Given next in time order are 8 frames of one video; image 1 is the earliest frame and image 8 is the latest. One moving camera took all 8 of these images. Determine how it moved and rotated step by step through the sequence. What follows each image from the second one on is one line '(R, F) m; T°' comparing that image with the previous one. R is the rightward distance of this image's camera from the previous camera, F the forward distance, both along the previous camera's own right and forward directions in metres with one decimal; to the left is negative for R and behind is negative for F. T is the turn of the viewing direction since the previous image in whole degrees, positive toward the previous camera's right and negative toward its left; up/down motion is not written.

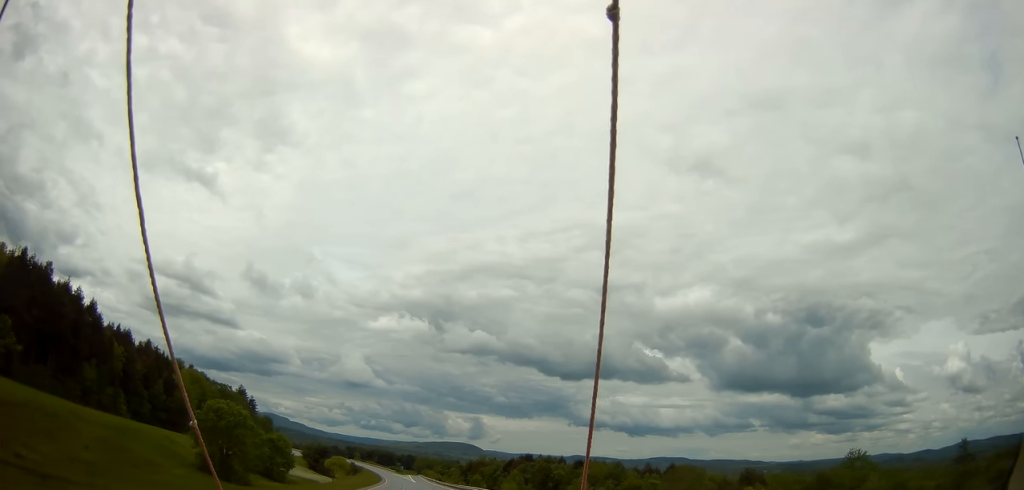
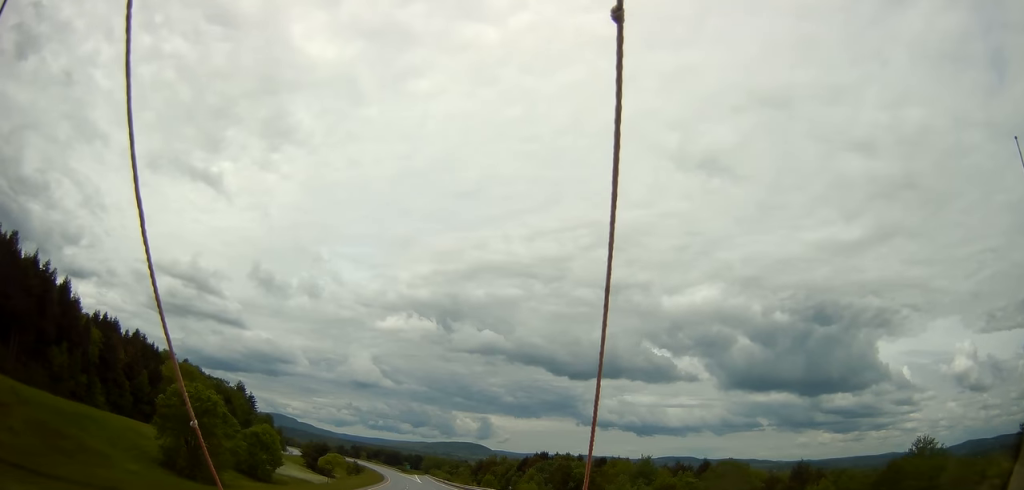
(-0.2, +15.7) m; -1°
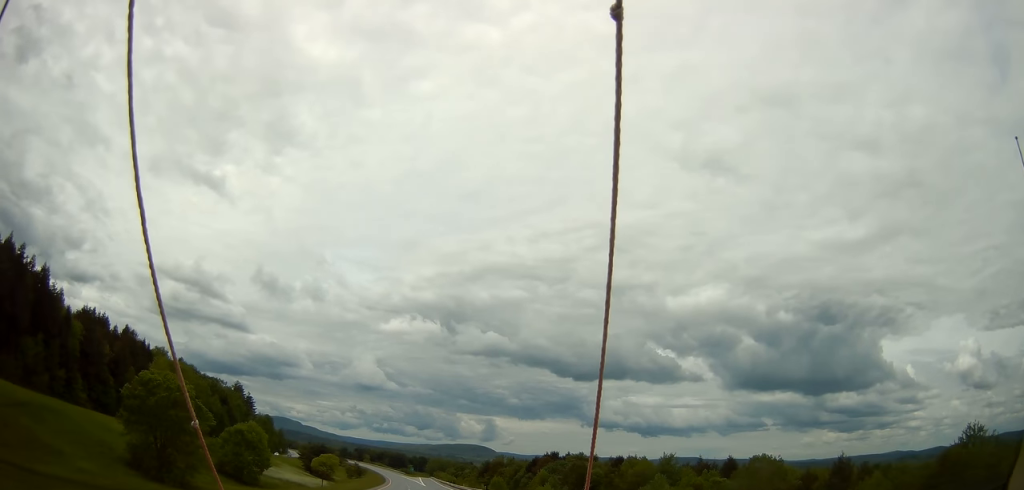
(0.0, +10.5) m; -1°
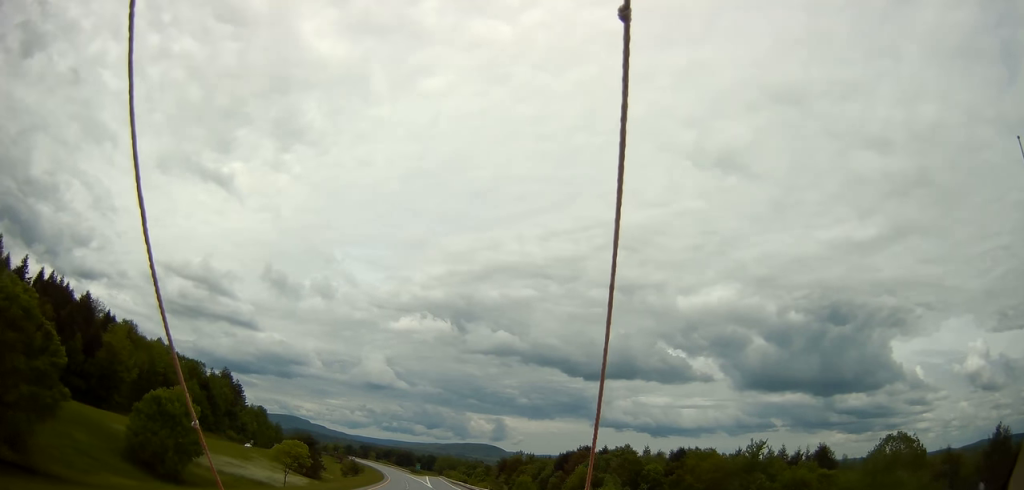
(-0.4, +32.4) m; -1°
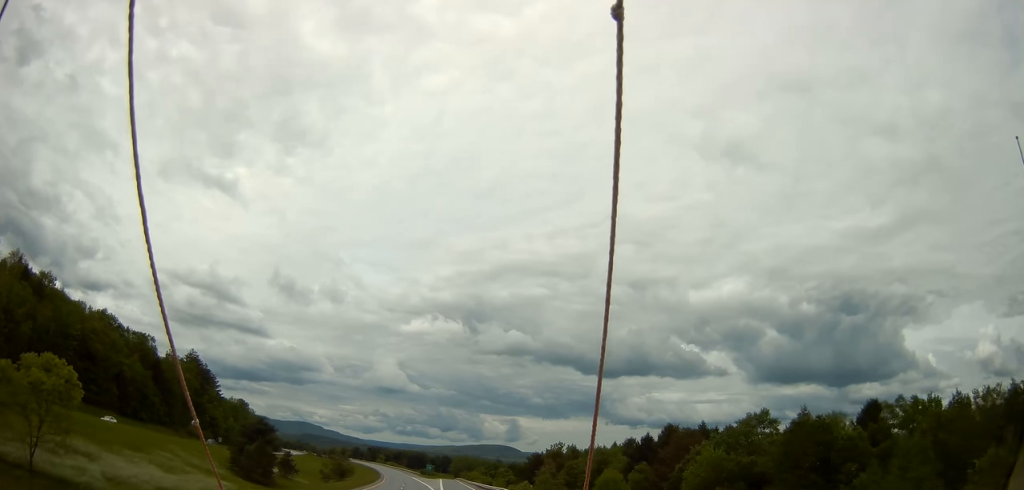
(-0.6, +53.5) m; -1°
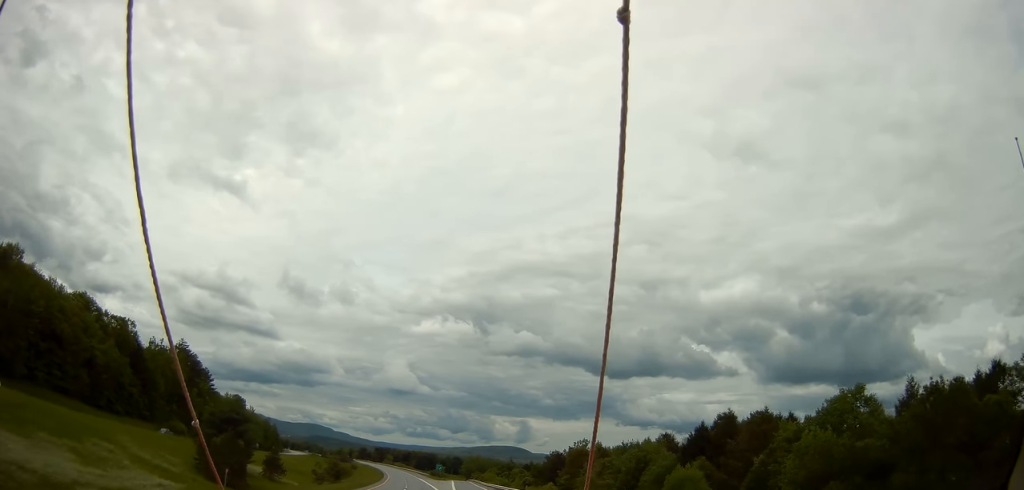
(-0.2, +19.3) m; -1°
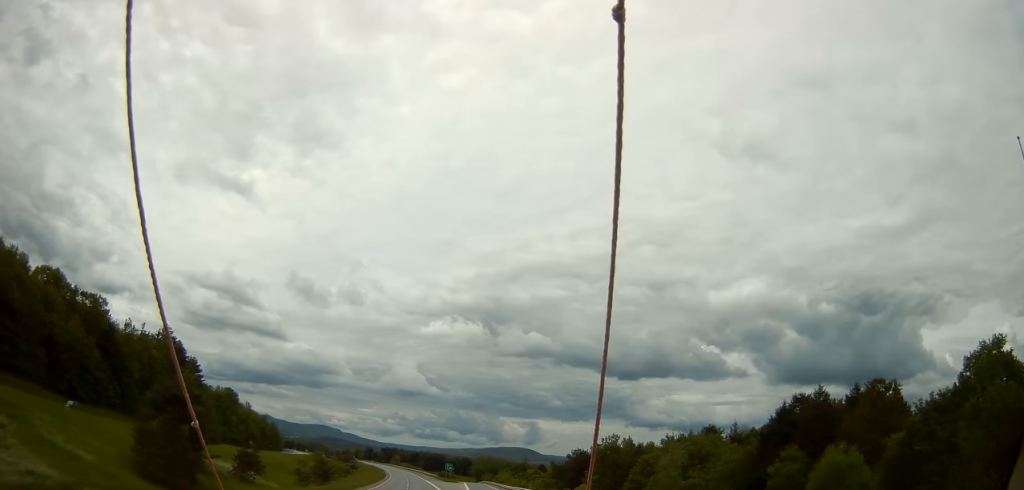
(0.0, +21.1) m; -1°
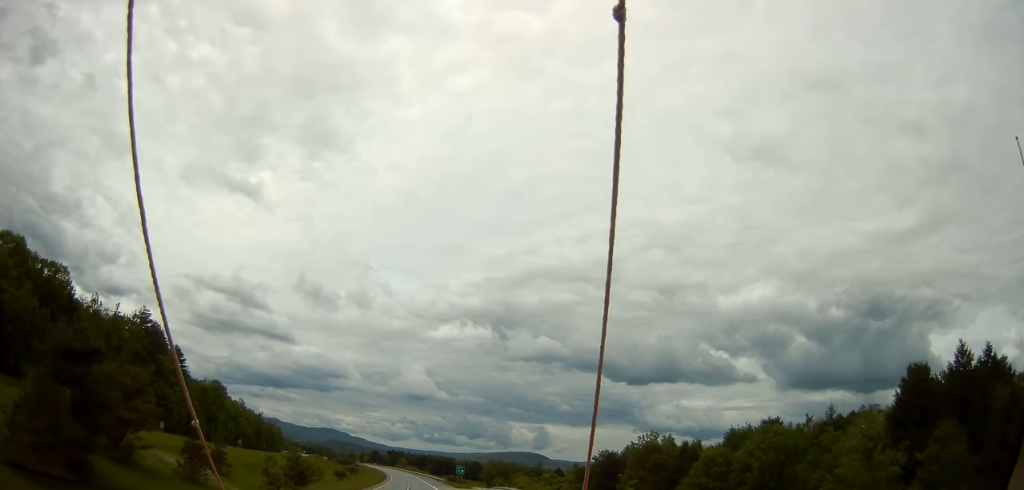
(-0.3, +22.8) m; 0°
